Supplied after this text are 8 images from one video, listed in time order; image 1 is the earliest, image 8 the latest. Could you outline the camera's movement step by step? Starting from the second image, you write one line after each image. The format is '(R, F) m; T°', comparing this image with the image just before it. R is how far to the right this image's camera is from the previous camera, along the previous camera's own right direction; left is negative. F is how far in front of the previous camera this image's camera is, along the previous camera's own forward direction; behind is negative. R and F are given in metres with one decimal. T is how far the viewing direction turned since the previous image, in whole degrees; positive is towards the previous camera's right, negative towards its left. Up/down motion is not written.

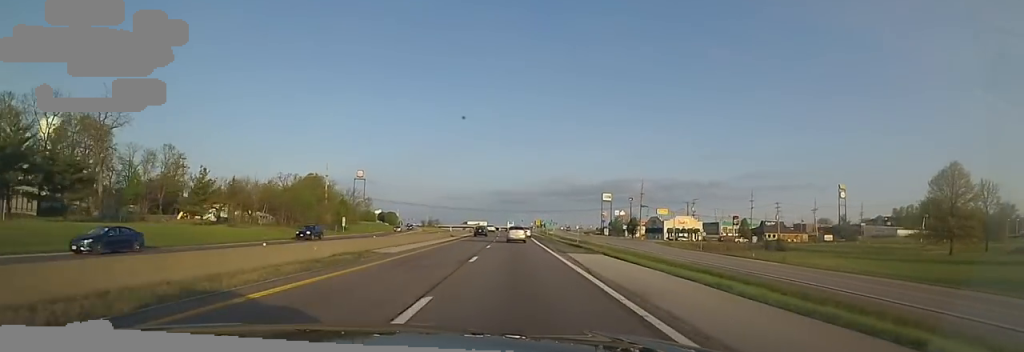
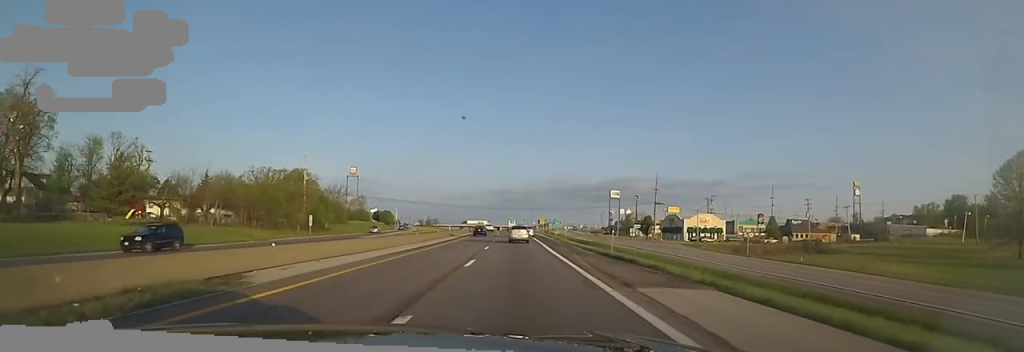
(+0.1, +14.5) m; 0°
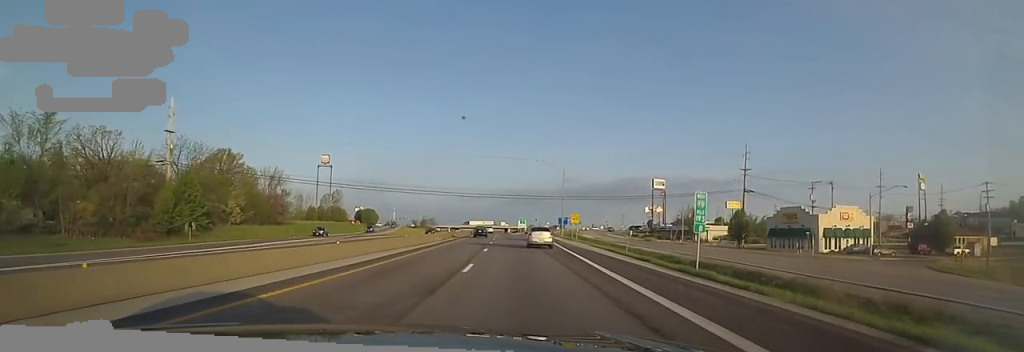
(-0.1, +52.1) m; -1°
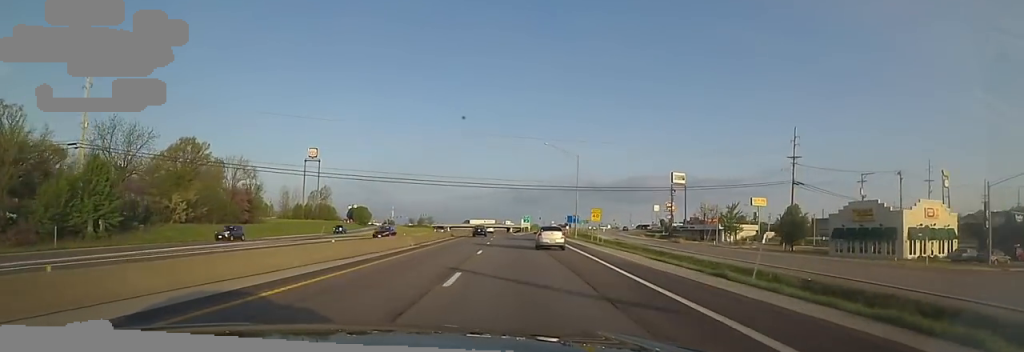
(-0.1, +16.2) m; -2°
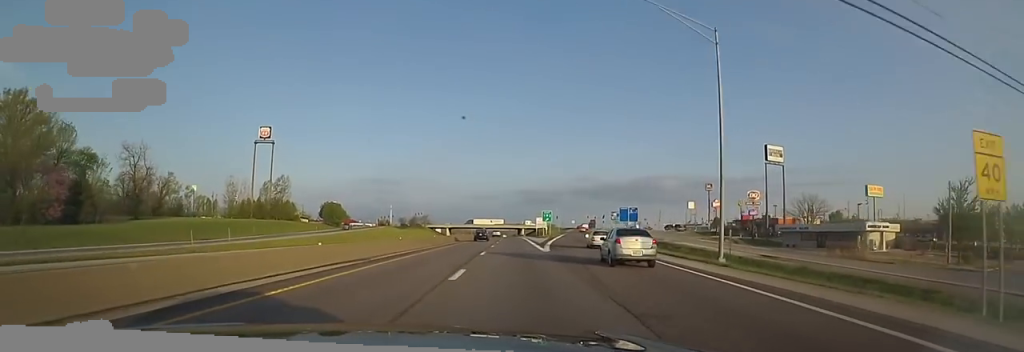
(-2.0, +46.8) m; -2°
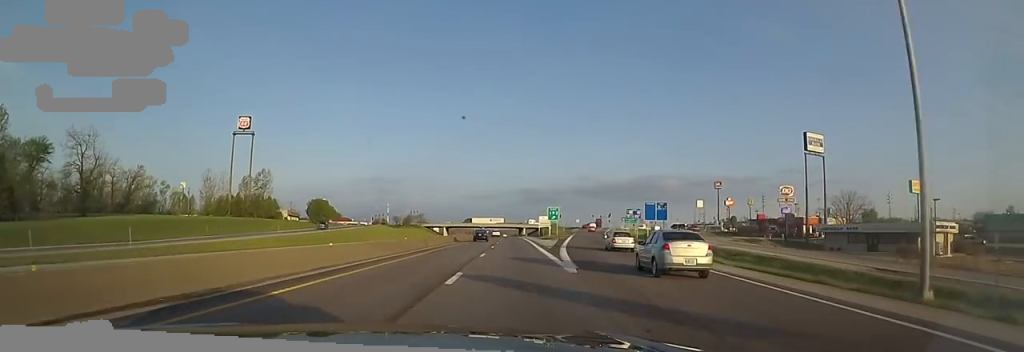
(+0.3, +12.8) m; +1°
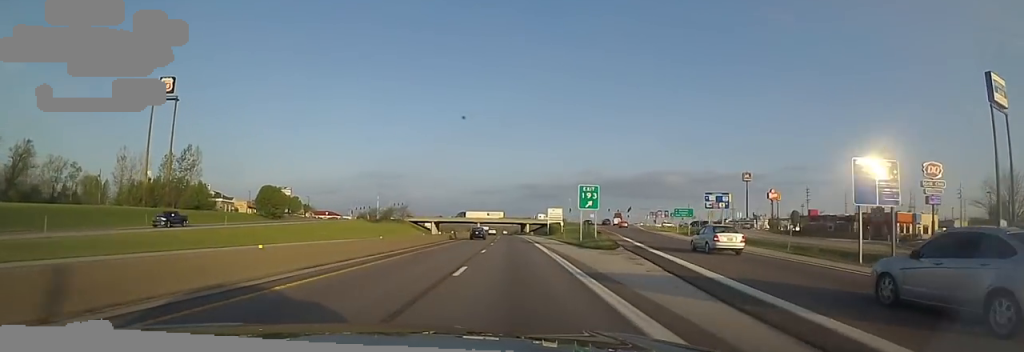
(+1.0, +35.0) m; 0°
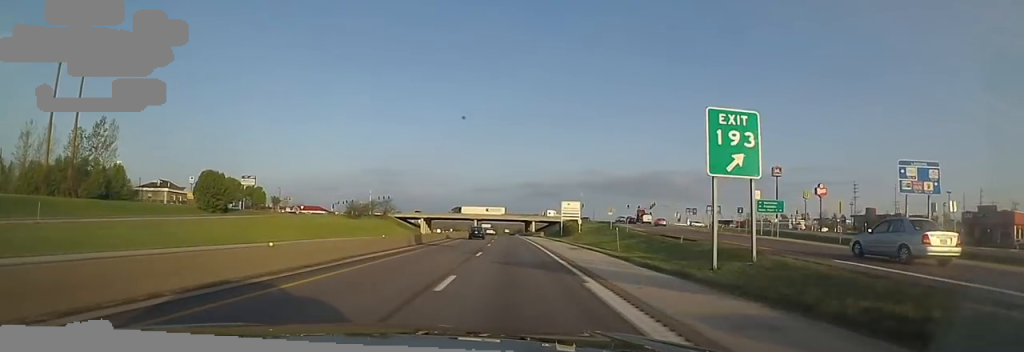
(-0.6, +27.6) m; -2°
